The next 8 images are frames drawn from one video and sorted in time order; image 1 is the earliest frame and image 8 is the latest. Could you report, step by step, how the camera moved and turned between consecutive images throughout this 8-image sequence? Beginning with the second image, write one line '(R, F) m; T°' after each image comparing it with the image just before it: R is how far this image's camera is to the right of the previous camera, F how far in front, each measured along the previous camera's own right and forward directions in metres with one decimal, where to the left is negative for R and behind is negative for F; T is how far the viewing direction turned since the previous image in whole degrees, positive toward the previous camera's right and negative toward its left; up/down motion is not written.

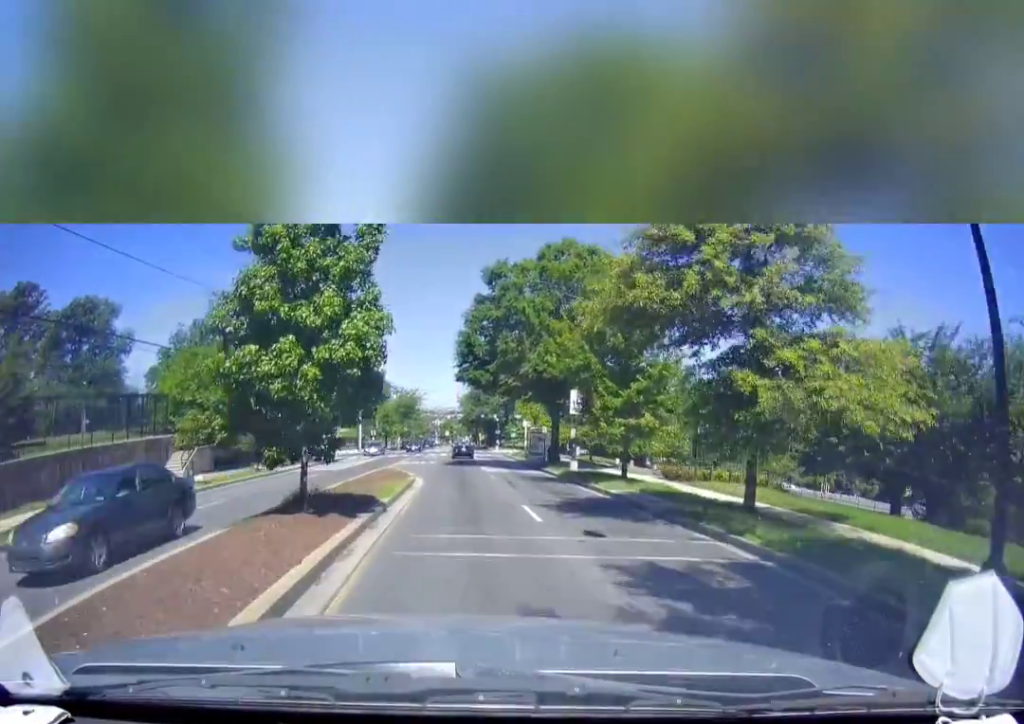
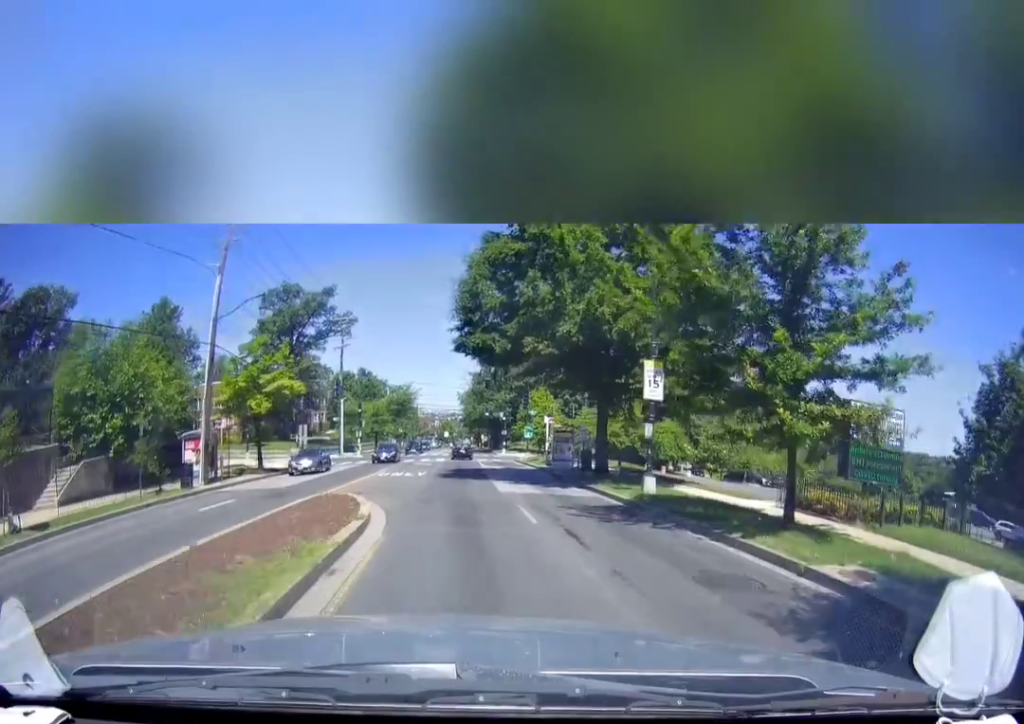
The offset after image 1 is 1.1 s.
(-0.1, +11.6) m; -1°
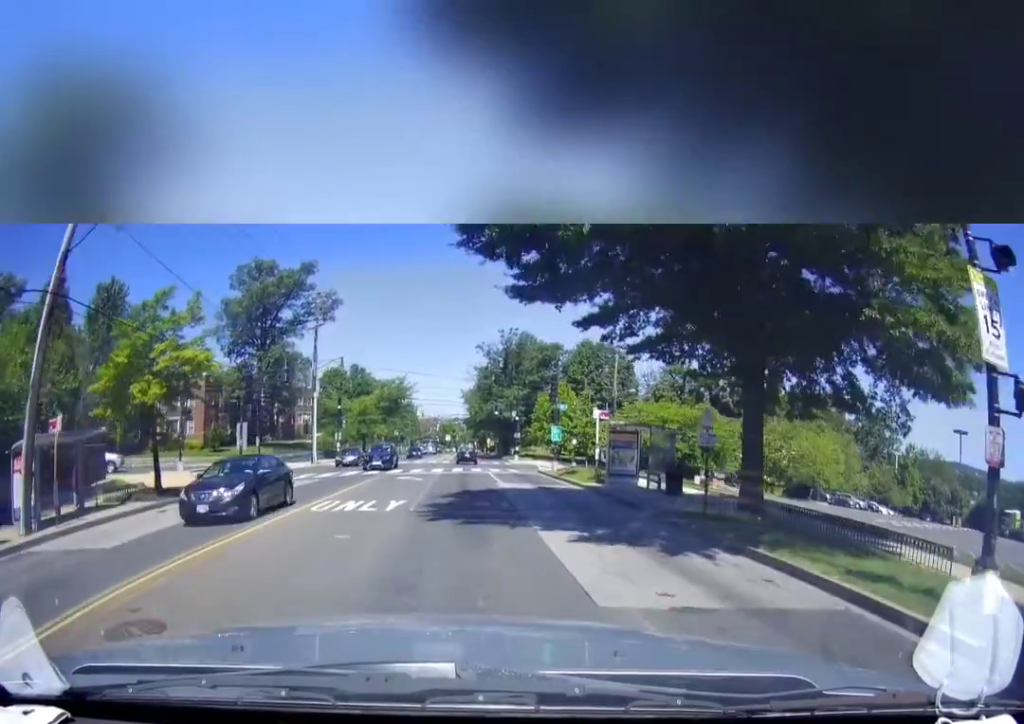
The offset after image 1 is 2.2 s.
(-0.2, +12.6) m; 0°
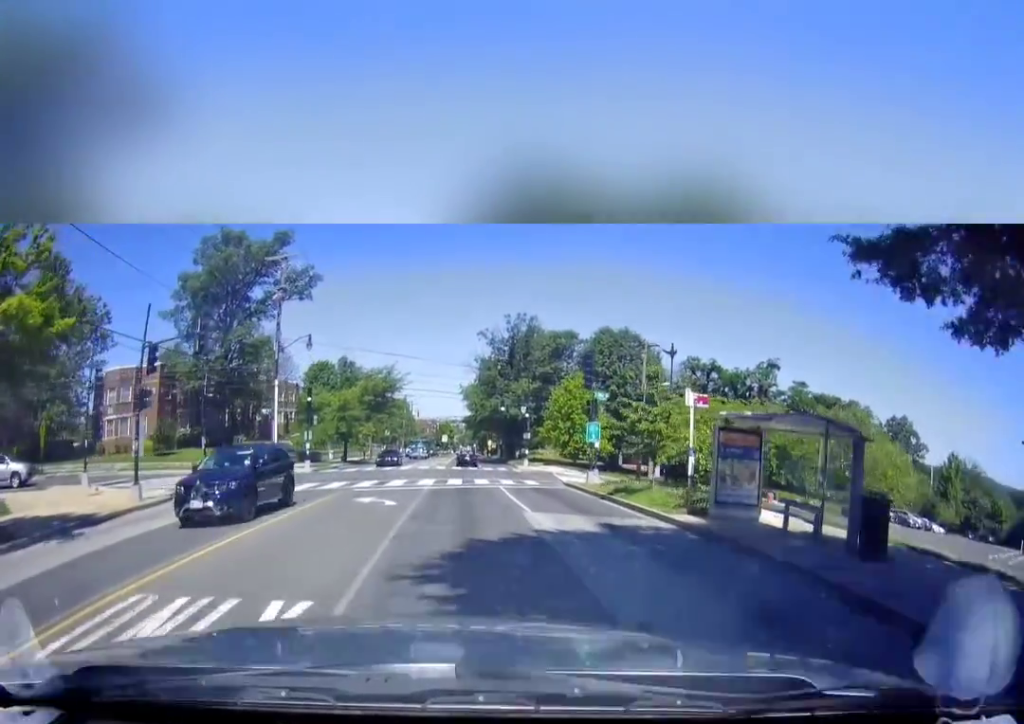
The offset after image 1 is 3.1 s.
(+0.1, +10.3) m; +1°
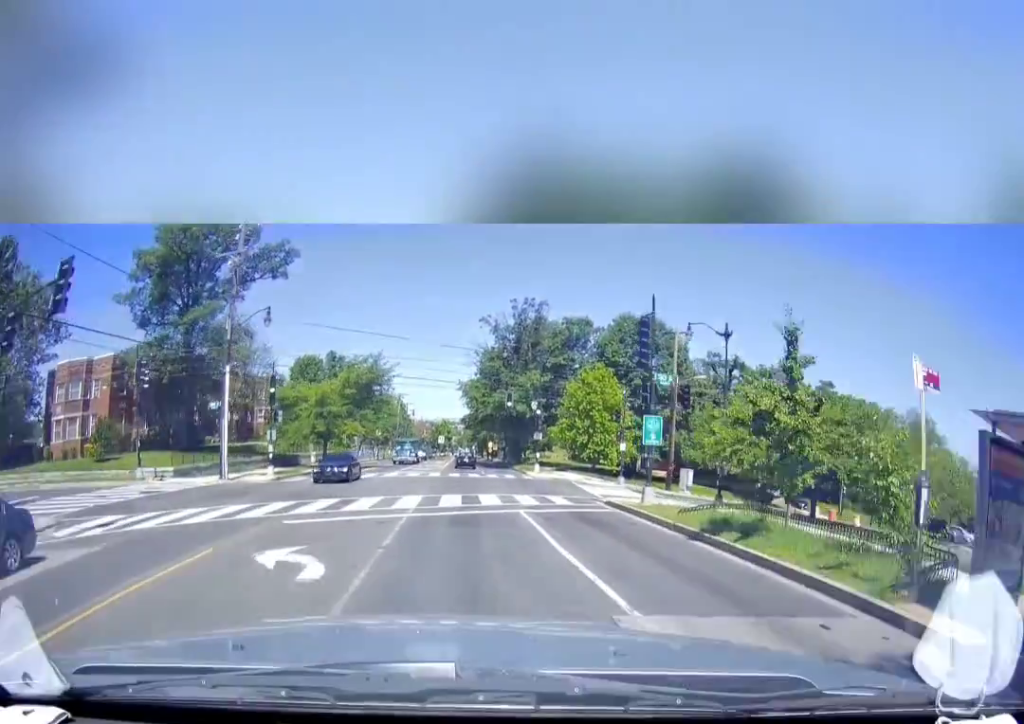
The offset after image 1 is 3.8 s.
(+0.1, +8.6) m; +1°
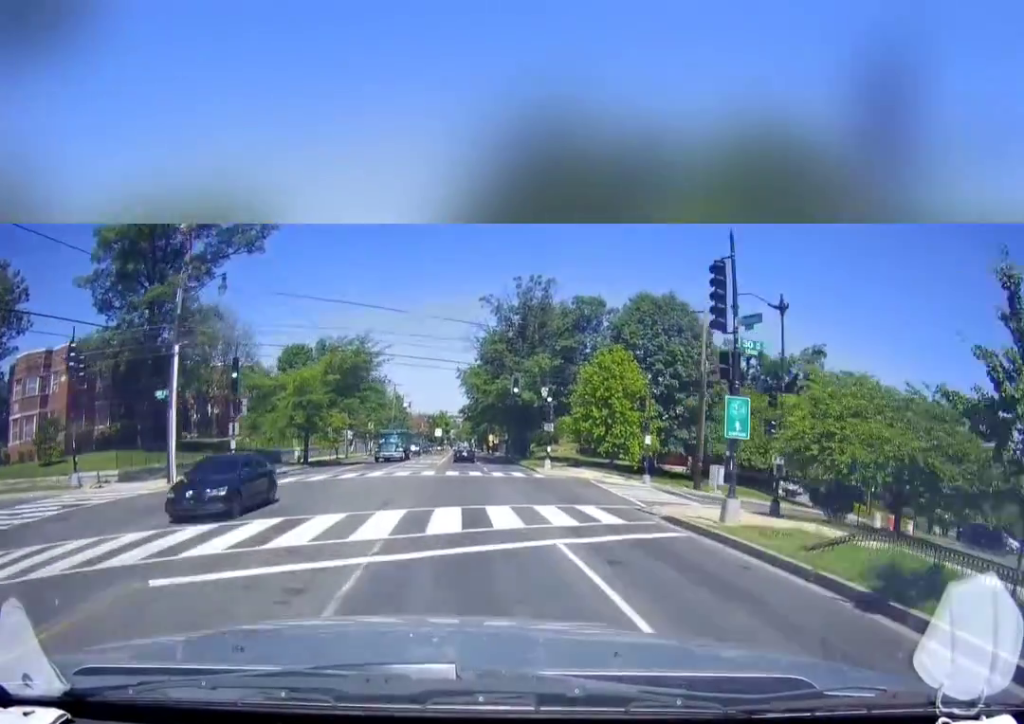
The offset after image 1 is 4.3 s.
(+0.1, +5.9) m; 0°
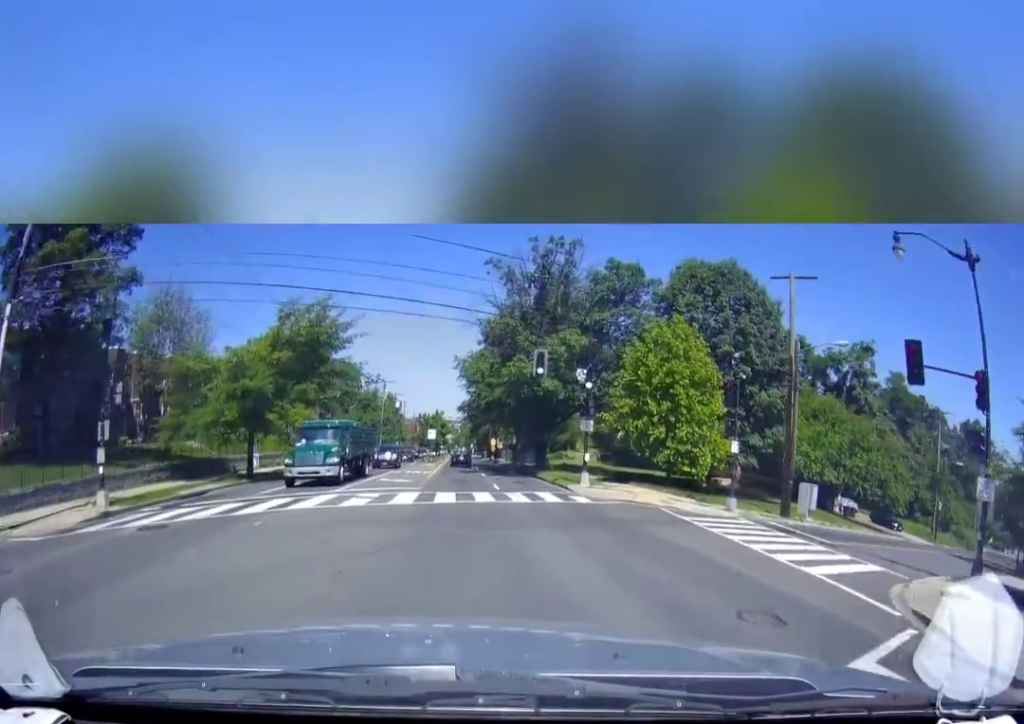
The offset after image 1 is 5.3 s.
(+0.1, +12.0) m; 0°
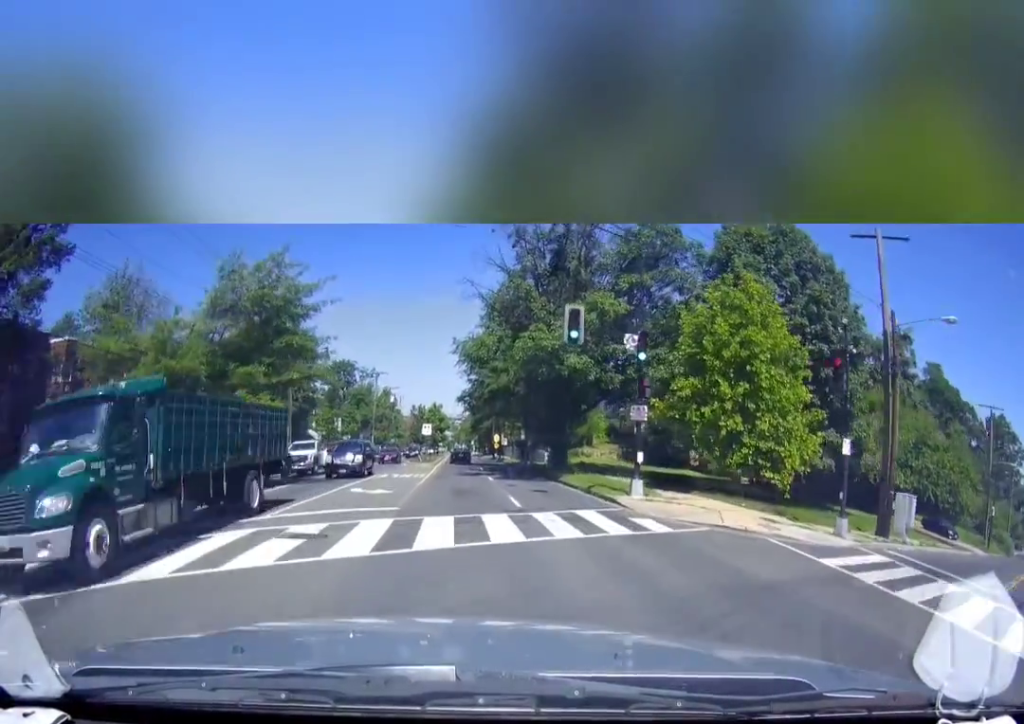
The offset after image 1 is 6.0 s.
(0.0, +7.6) m; 0°
